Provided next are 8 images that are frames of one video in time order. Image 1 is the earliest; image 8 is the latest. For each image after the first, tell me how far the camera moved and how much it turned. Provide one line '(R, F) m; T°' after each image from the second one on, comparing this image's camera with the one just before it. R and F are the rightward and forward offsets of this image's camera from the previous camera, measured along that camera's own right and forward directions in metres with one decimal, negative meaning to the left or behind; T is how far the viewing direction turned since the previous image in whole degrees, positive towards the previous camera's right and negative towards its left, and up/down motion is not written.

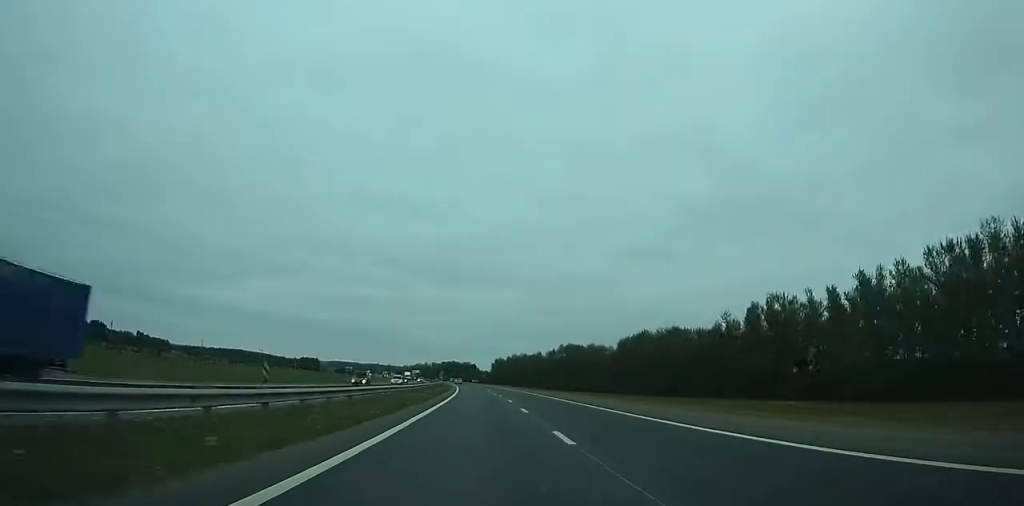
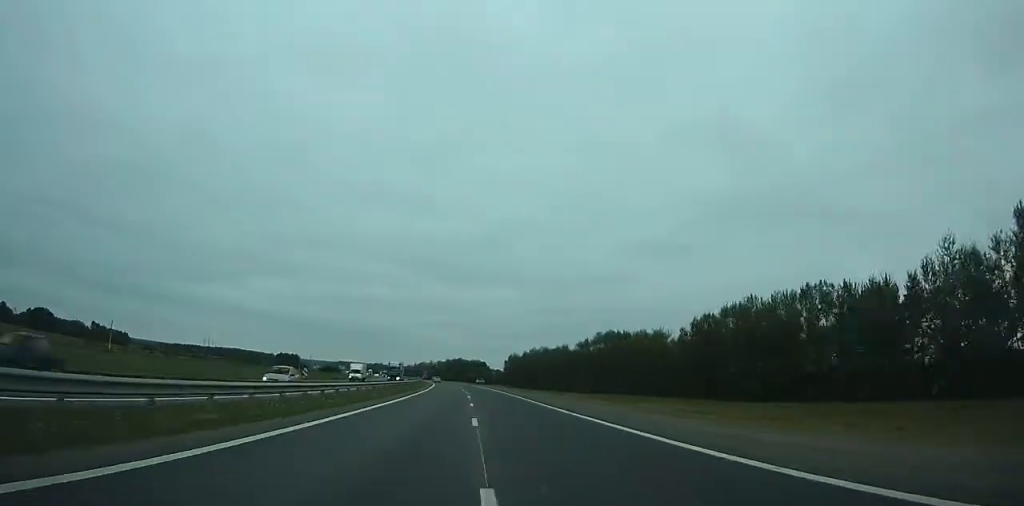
(-1.2, +65.8) m; -2°
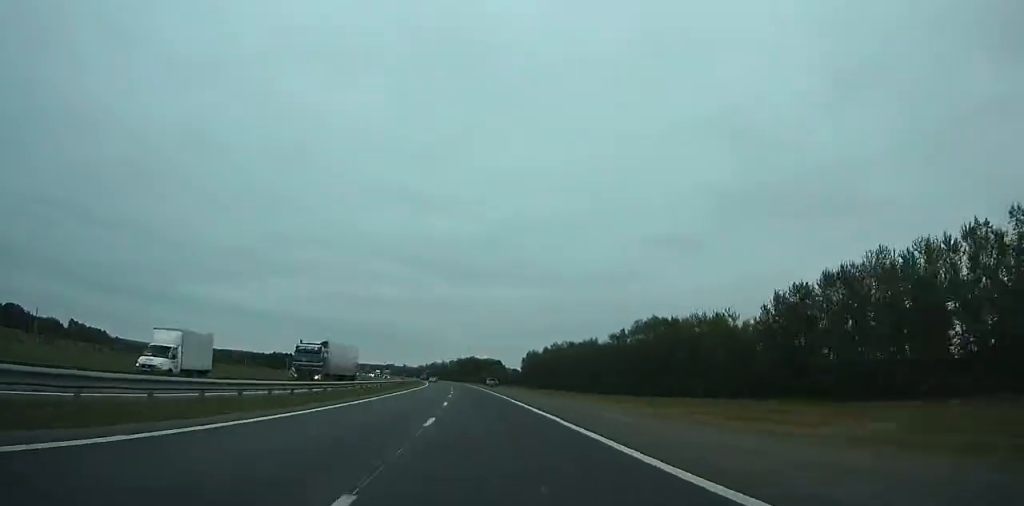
(+0.1, +37.3) m; -1°
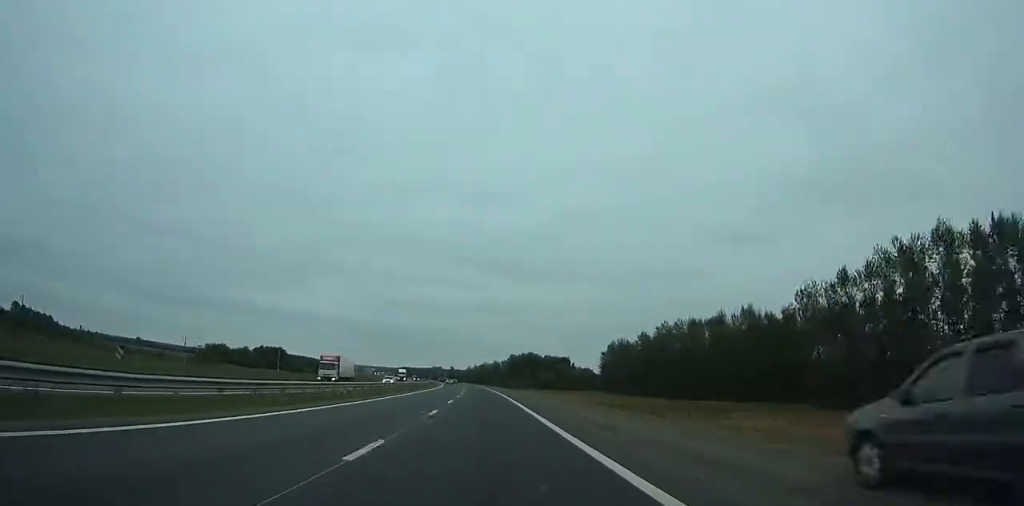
(-2.7, +91.7) m; -4°
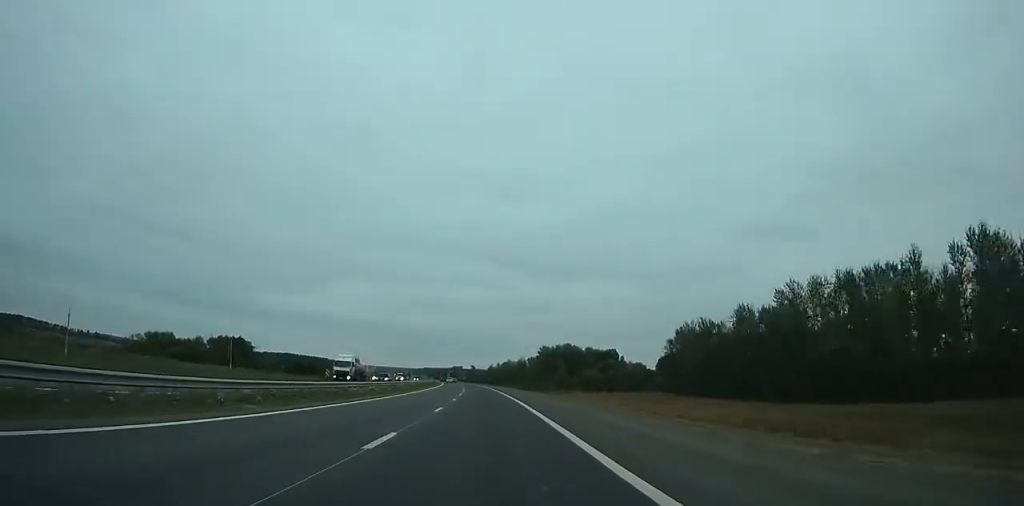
(-2.2, +59.7) m; -3°
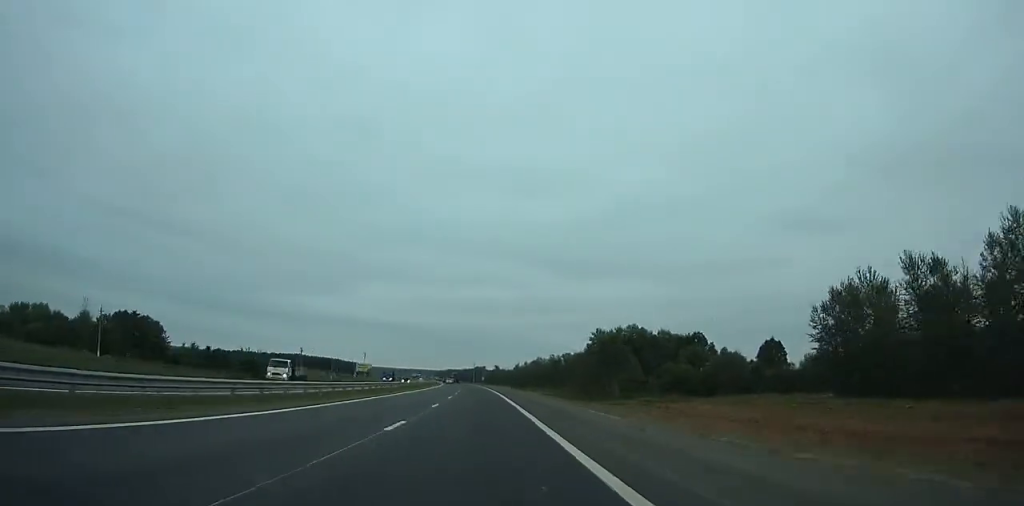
(-1.9, +68.3) m; -3°
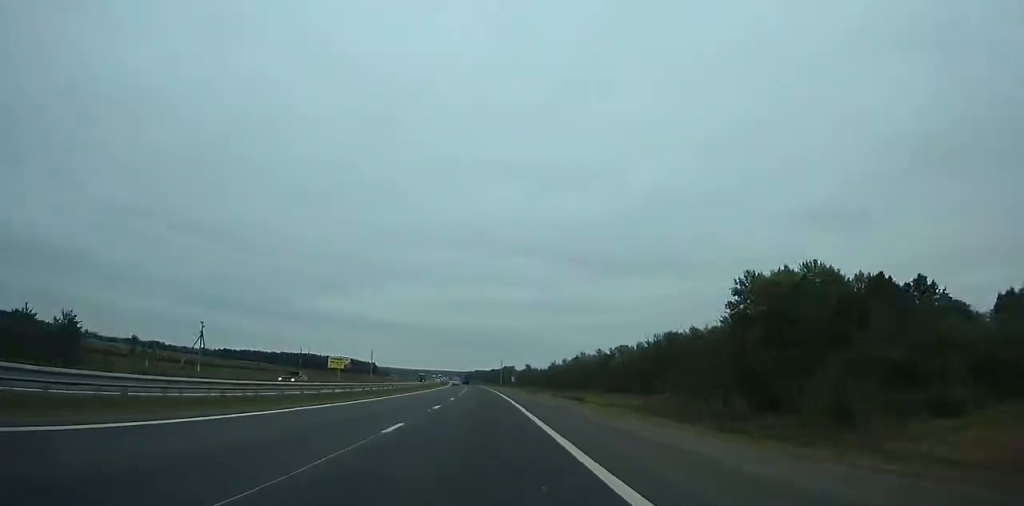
(-1.8, +74.2) m; -3°
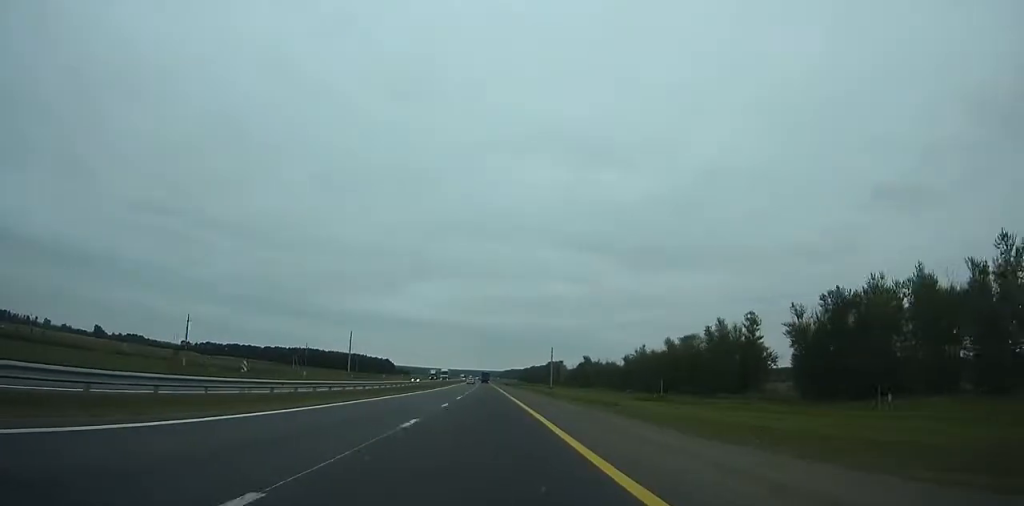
(-5.2, +140.8) m; -4°
